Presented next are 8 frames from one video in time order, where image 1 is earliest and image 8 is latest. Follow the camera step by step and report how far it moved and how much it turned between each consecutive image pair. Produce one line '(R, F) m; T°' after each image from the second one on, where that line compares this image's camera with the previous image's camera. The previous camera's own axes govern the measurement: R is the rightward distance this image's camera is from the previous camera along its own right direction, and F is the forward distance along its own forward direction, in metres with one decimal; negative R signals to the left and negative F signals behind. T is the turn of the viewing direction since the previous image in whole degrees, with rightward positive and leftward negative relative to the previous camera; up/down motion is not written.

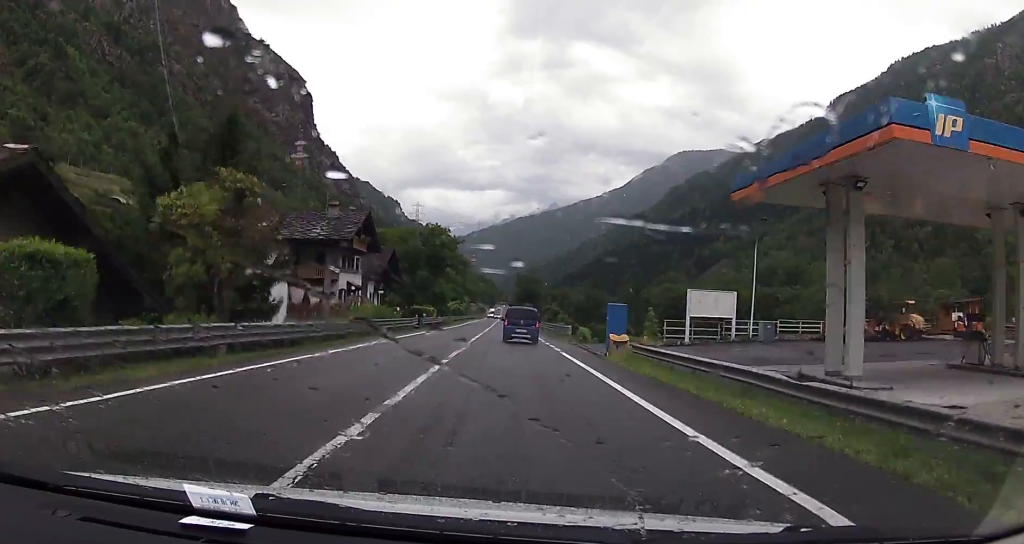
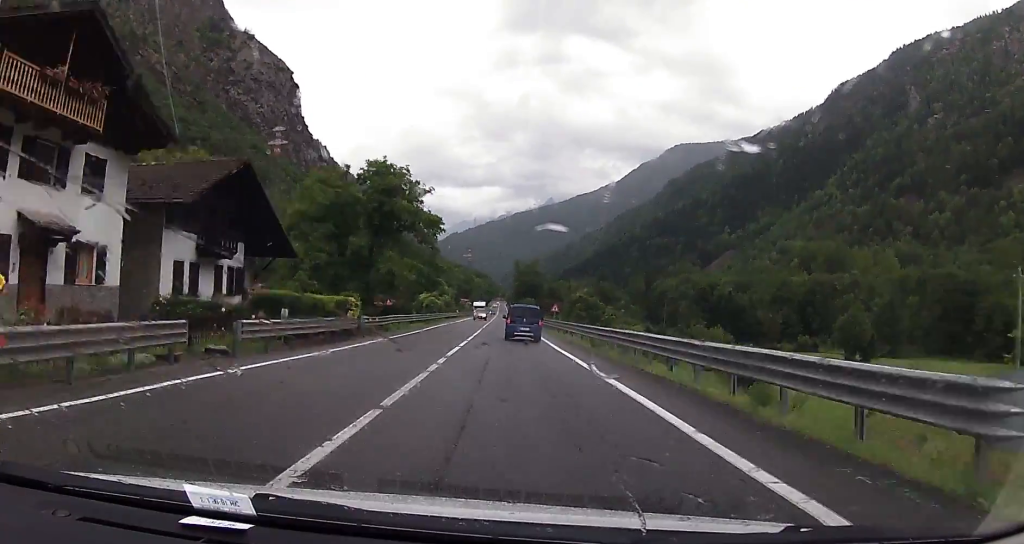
(-0.6, +39.8) m; 0°
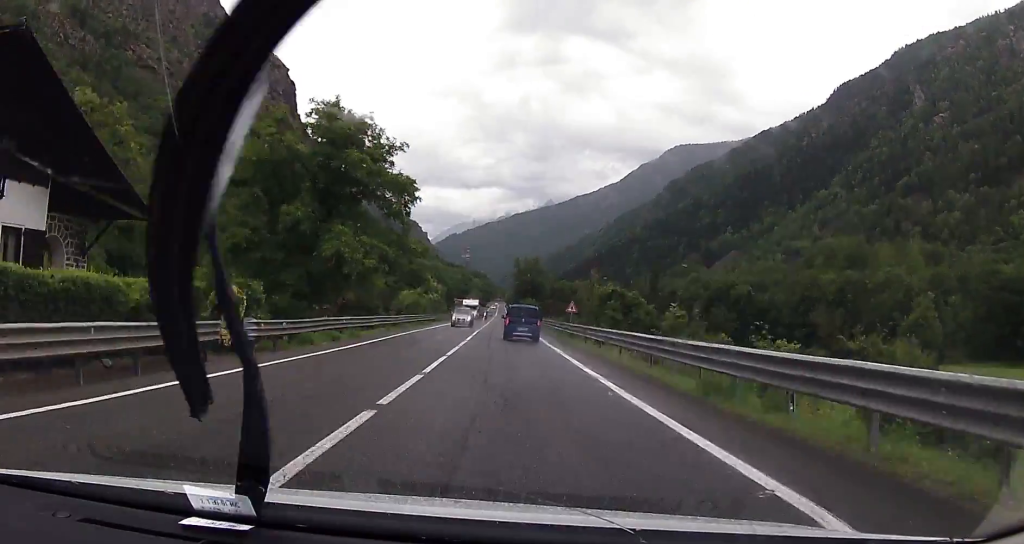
(+0.1, +16.4) m; +1°
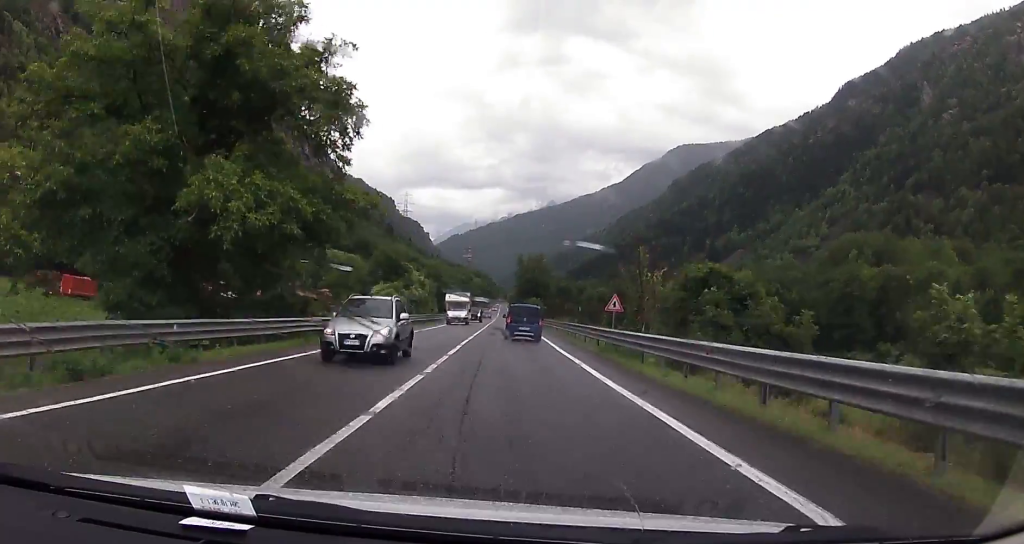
(+0.2, +17.2) m; 0°
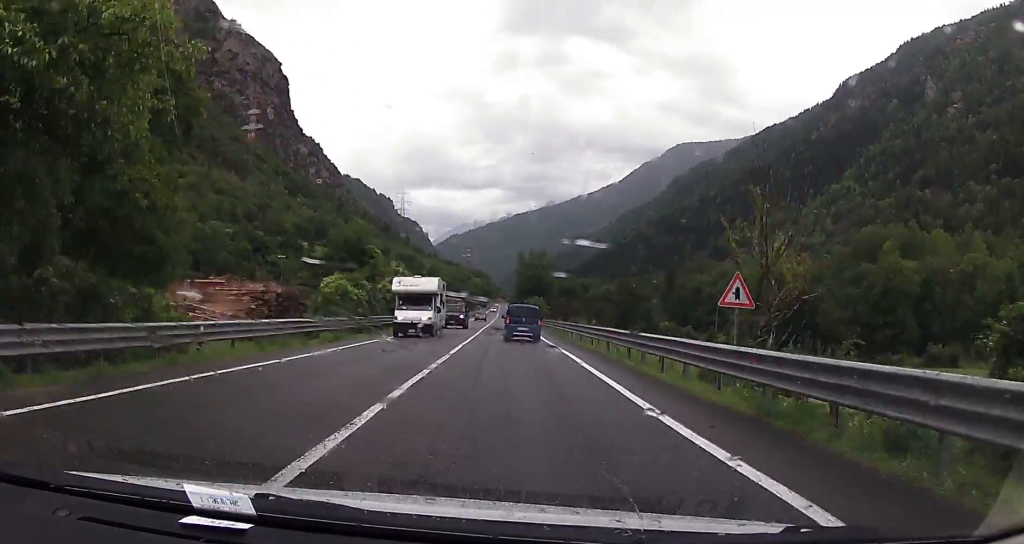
(+0.1, +16.0) m; -1°
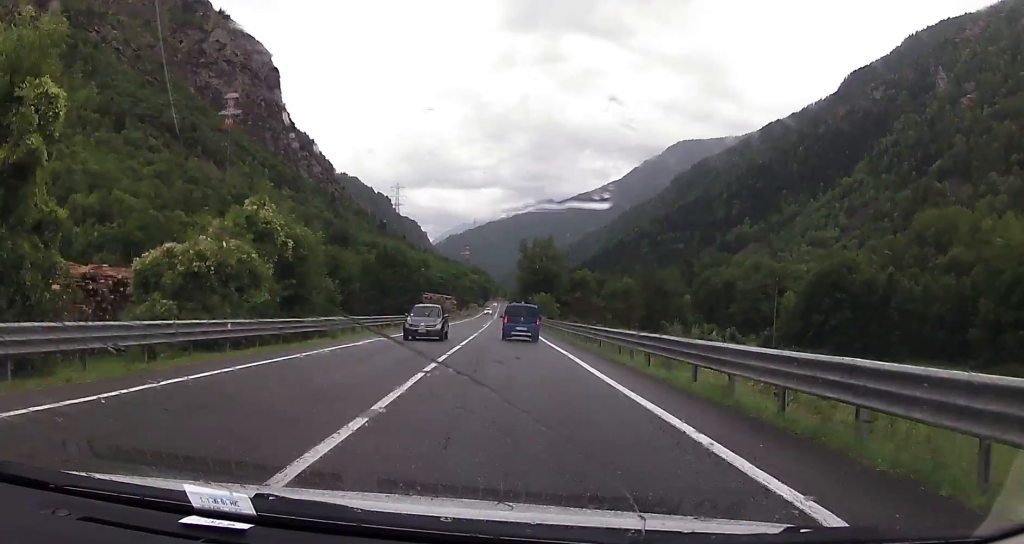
(-0.6, +34.5) m; -1°
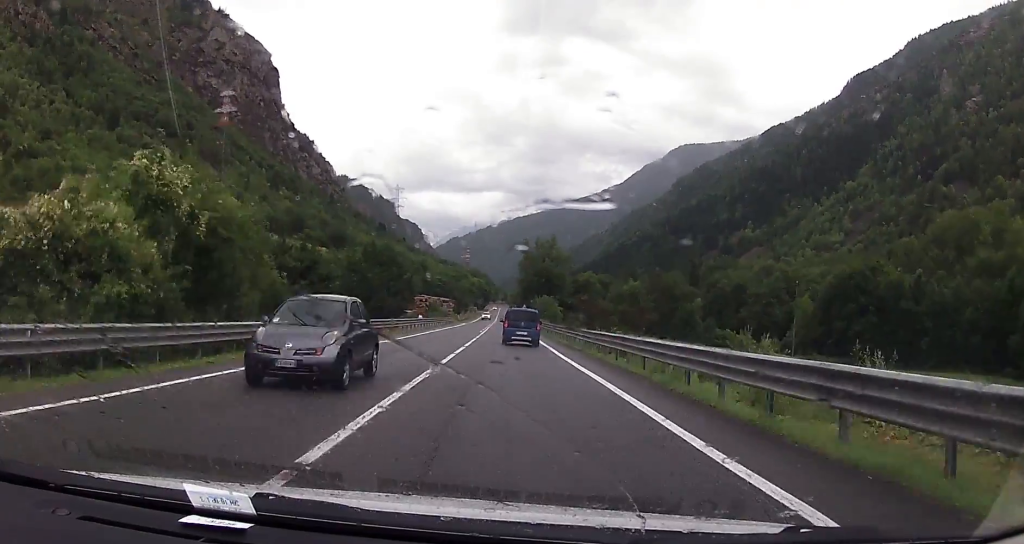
(0.0, +8.6) m; 0°
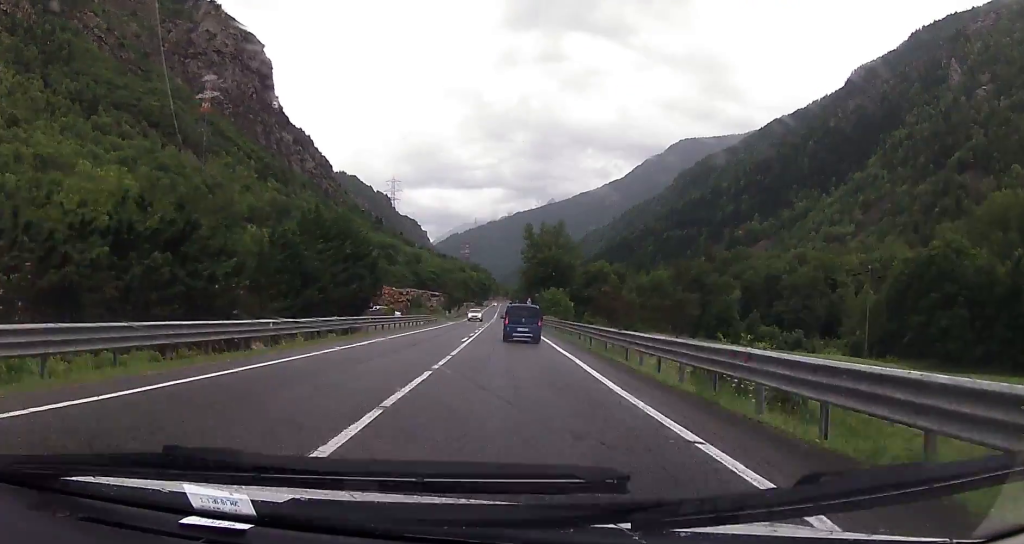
(0.0, +24.7) m; 0°
